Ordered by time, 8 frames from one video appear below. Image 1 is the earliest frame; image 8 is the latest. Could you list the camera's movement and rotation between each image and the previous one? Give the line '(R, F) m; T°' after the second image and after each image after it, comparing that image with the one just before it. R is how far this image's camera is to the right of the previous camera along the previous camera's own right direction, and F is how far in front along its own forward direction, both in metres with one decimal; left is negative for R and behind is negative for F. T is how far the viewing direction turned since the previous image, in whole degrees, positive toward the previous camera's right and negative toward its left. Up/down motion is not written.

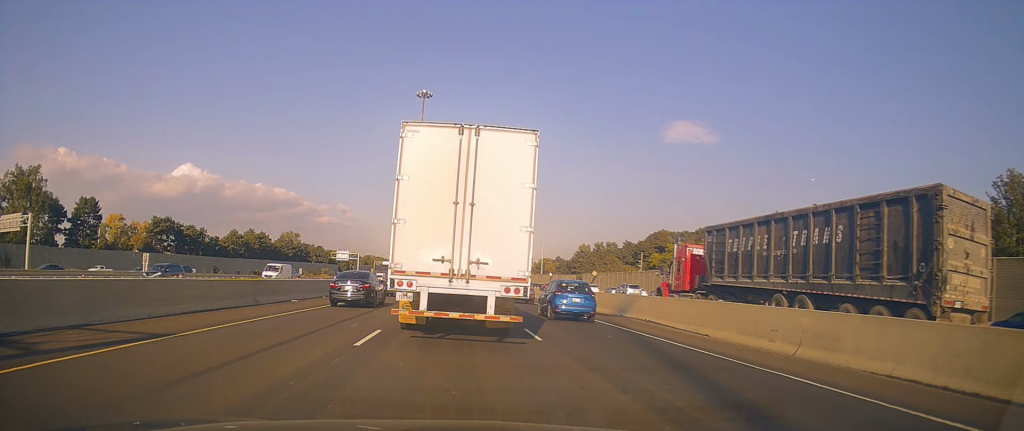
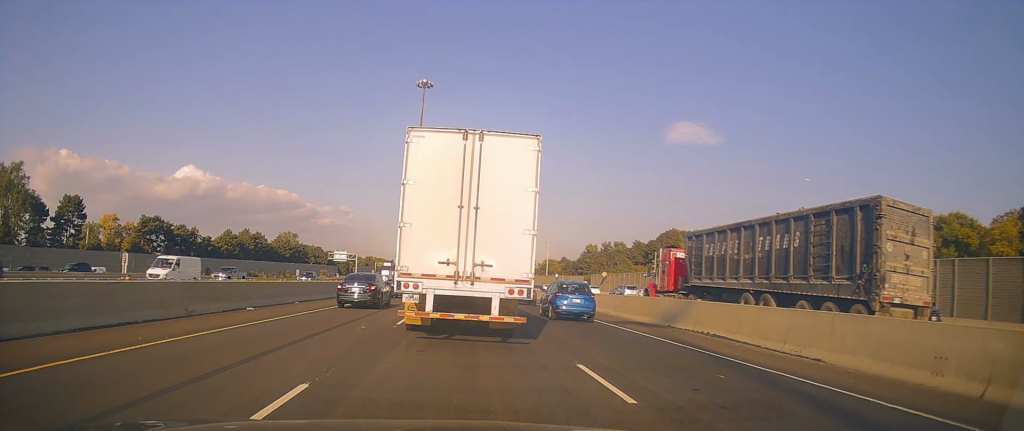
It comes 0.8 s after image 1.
(0.0, +6.8) m; 0°
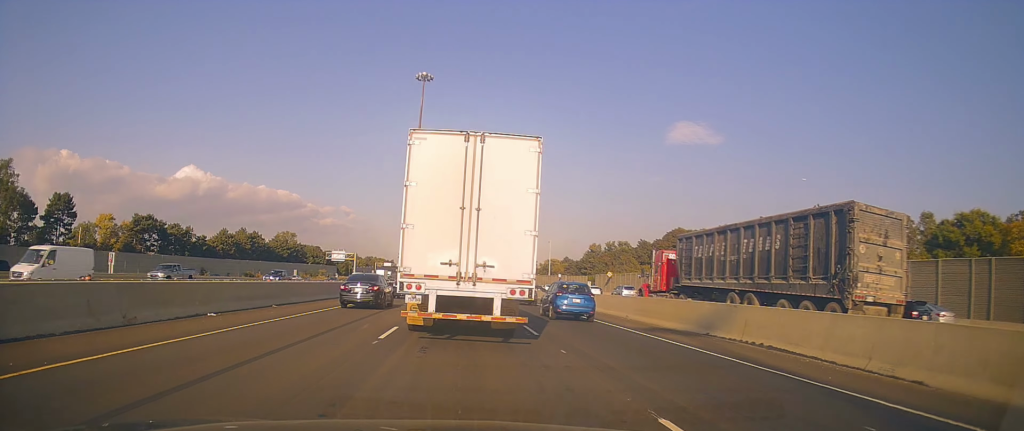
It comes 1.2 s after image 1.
(0.0, +3.8) m; +1°
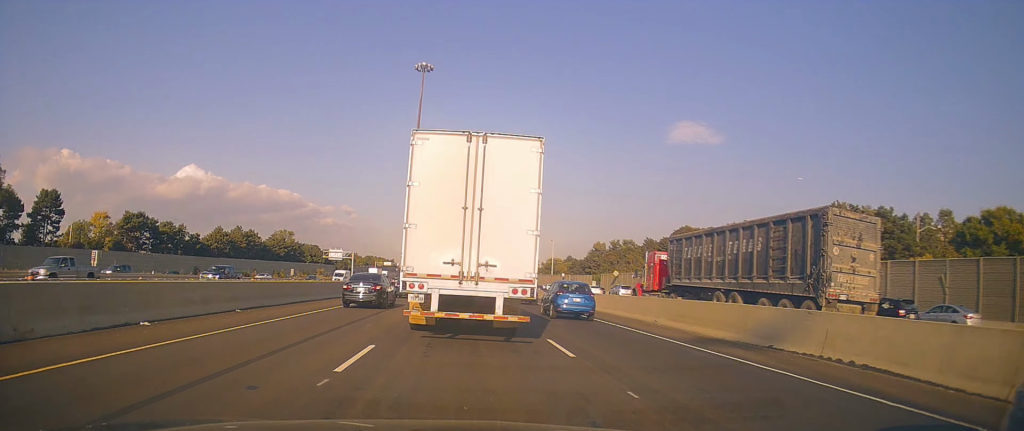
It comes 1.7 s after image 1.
(0.0, +4.3) m; +2°
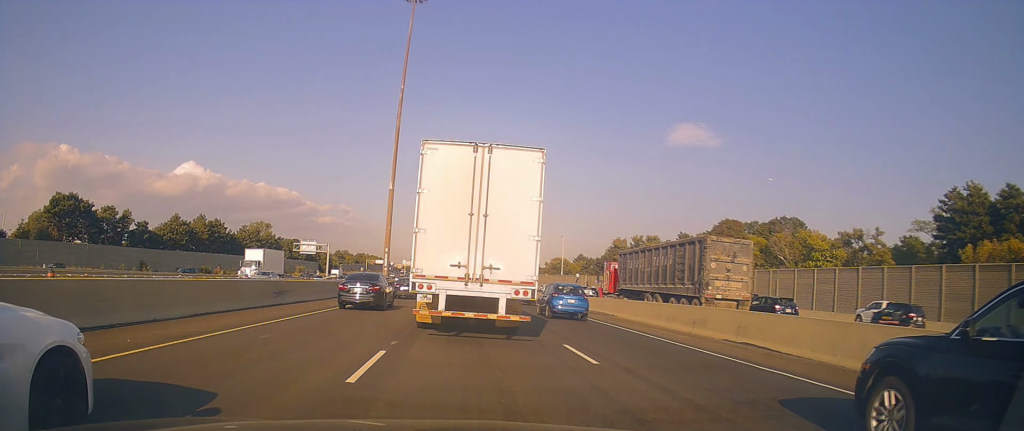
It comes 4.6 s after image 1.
(+0.1, +25.0) m; -3°
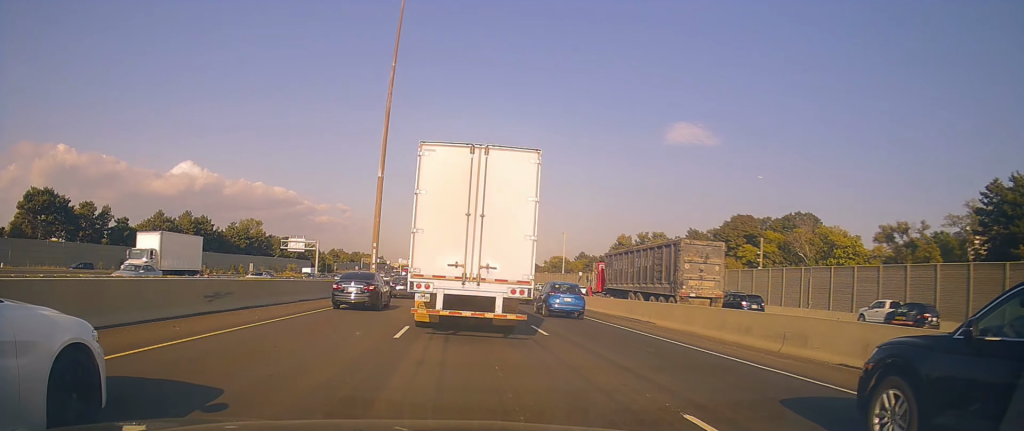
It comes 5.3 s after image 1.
(0.0, +6.9) m; +1°
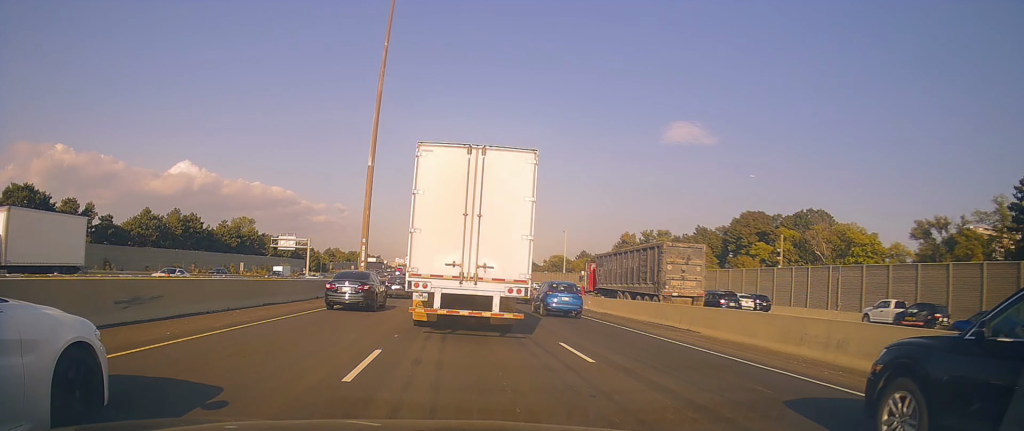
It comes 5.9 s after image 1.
(+0.2, +5.2) m; +1°
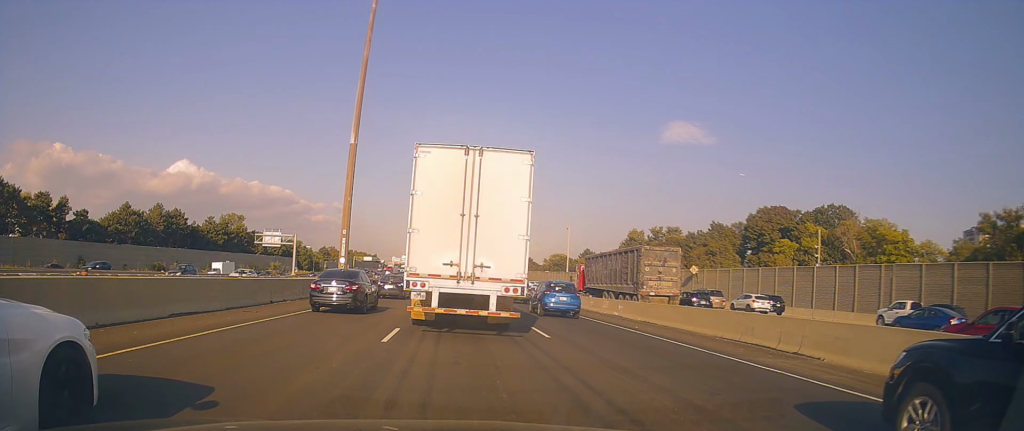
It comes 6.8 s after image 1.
(-0.1, +8.0) m; -1°
